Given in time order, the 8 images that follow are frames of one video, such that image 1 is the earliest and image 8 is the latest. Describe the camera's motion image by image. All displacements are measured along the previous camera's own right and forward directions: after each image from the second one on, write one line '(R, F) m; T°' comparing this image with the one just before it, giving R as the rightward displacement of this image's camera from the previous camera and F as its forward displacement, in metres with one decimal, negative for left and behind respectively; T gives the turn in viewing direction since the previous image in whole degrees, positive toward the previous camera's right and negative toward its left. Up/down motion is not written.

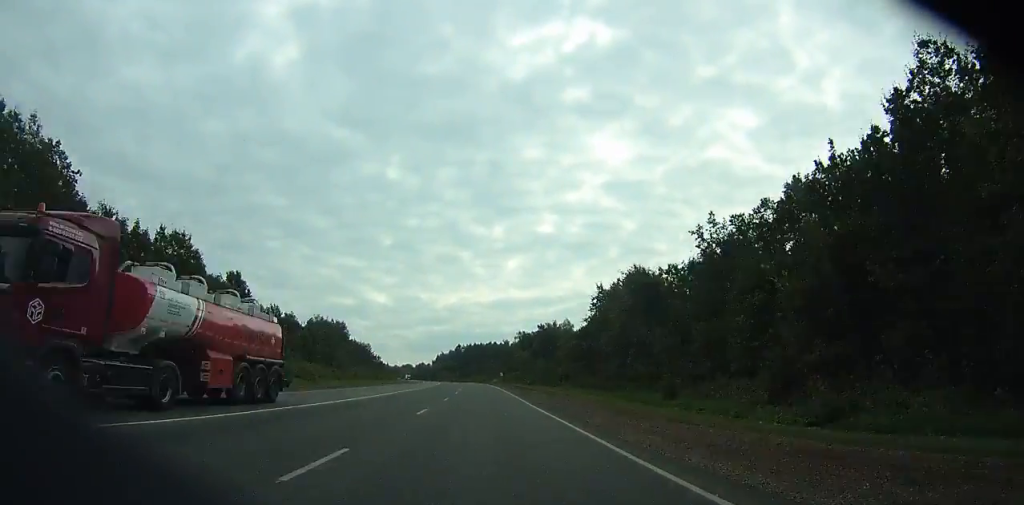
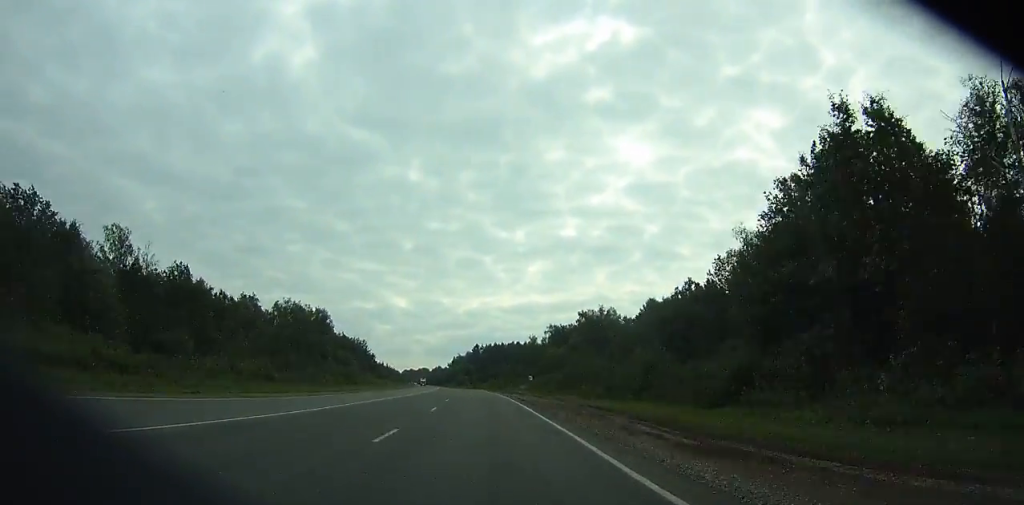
(-1.4, +56.1) m; -3°
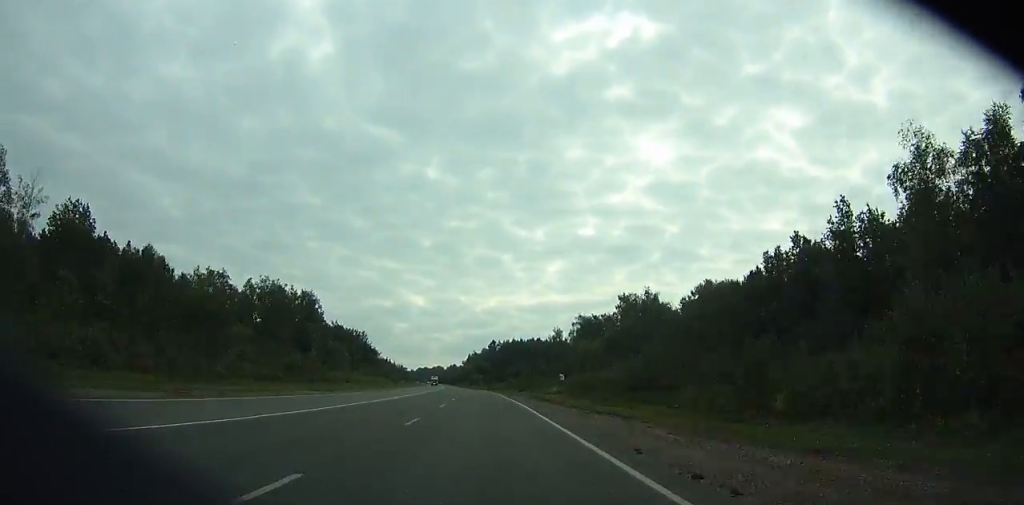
(-0.6, +31.6) m; -1°
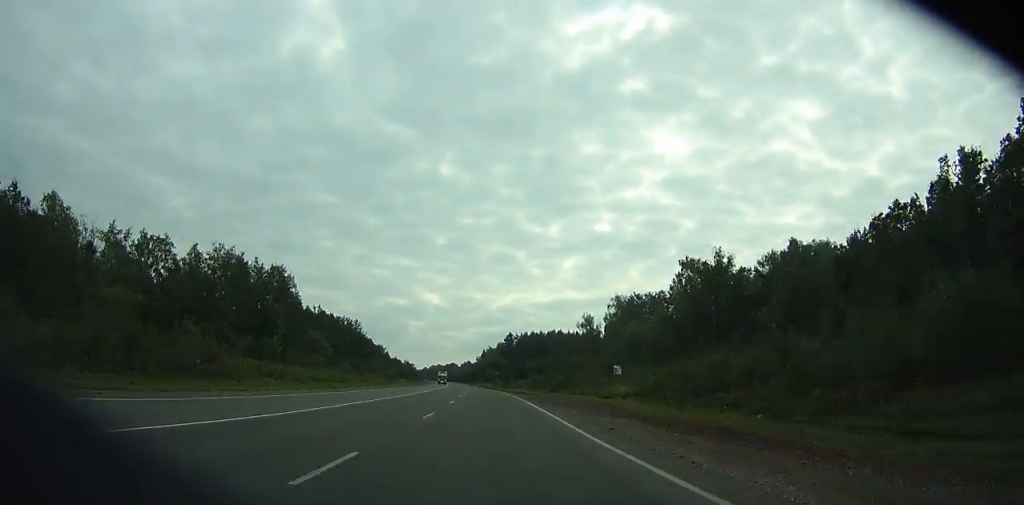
(-0.3, +34.0) m; -1°
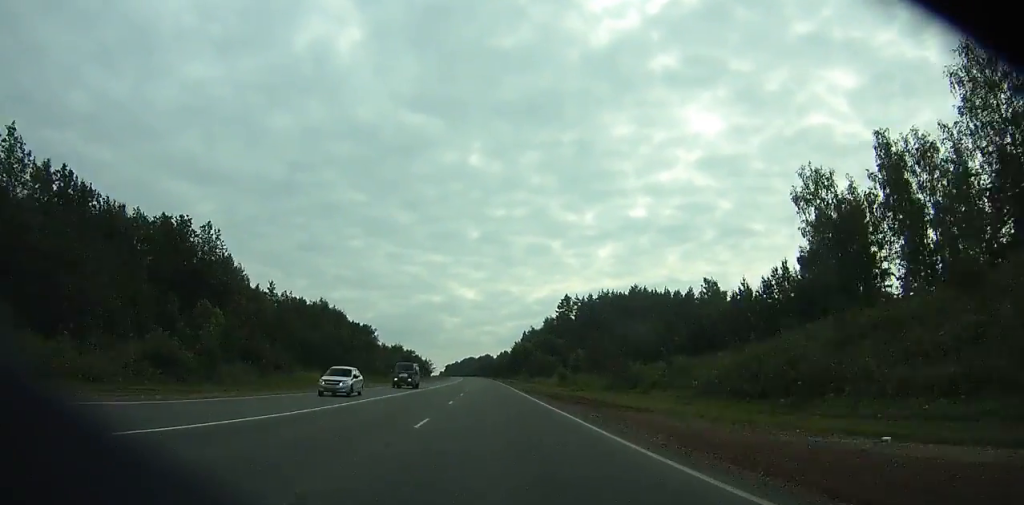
(-4.4, +111.8) m; -4°
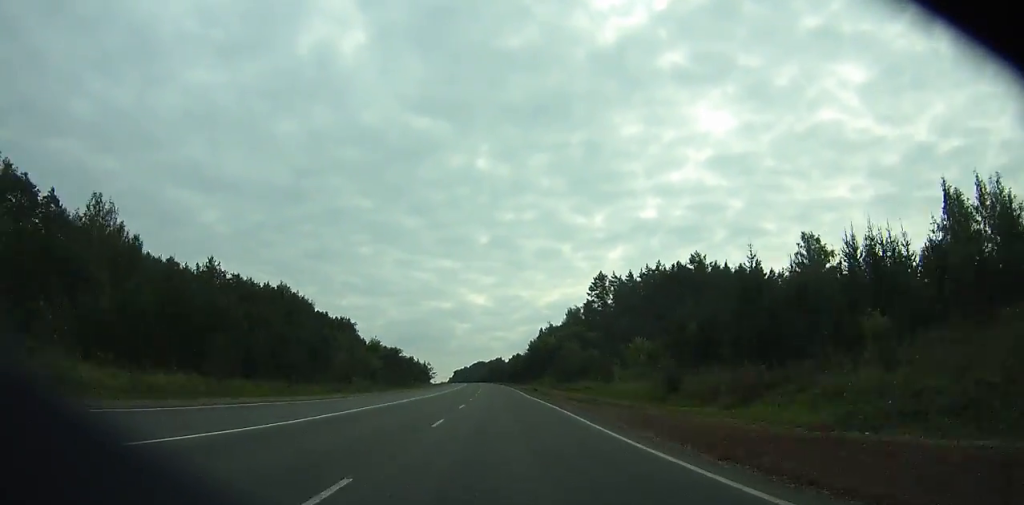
(-0.5, +45.9) m; -1°
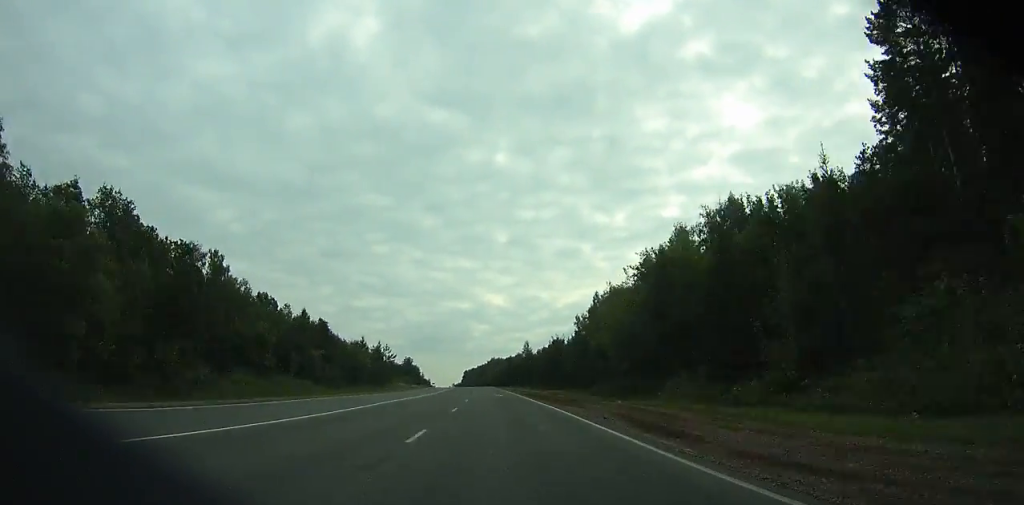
(-1.4, +113.0) m; -2°
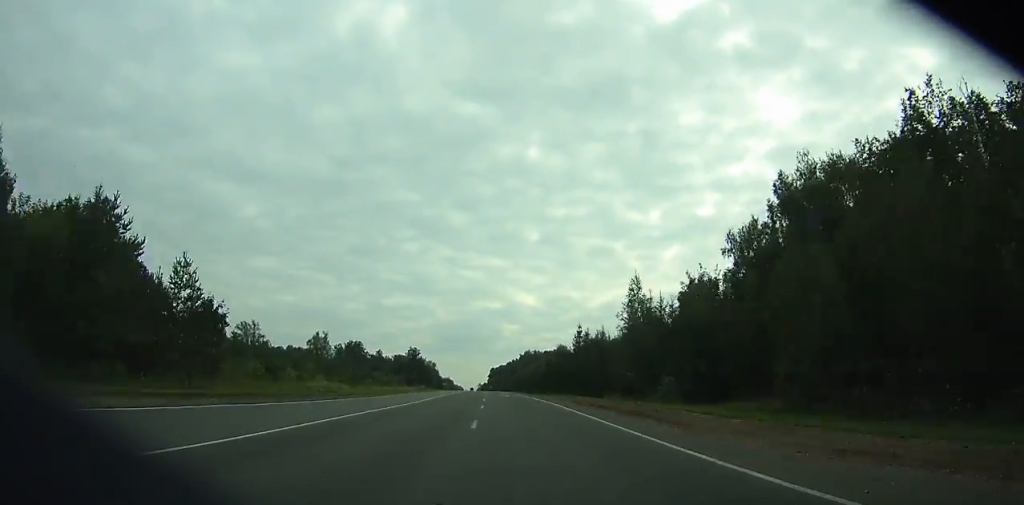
(-2.1, +94.4) m; -3°
